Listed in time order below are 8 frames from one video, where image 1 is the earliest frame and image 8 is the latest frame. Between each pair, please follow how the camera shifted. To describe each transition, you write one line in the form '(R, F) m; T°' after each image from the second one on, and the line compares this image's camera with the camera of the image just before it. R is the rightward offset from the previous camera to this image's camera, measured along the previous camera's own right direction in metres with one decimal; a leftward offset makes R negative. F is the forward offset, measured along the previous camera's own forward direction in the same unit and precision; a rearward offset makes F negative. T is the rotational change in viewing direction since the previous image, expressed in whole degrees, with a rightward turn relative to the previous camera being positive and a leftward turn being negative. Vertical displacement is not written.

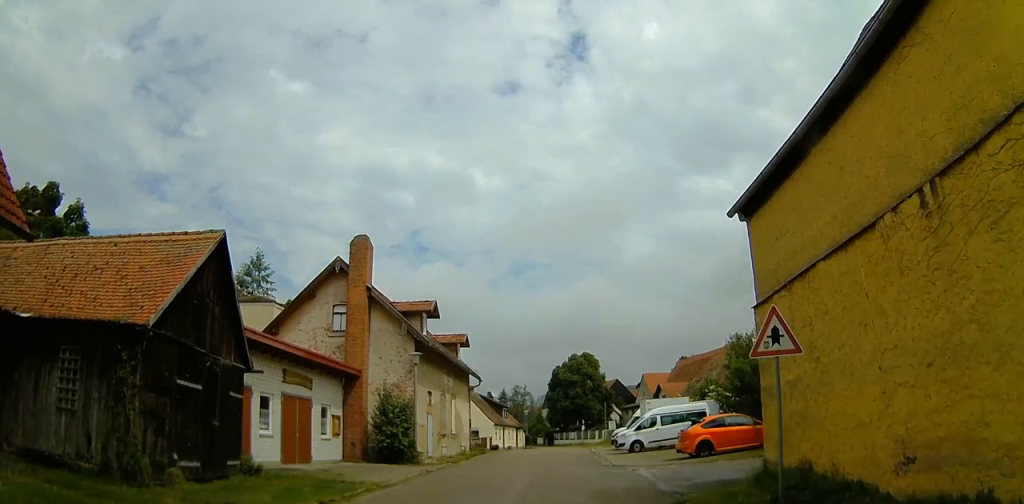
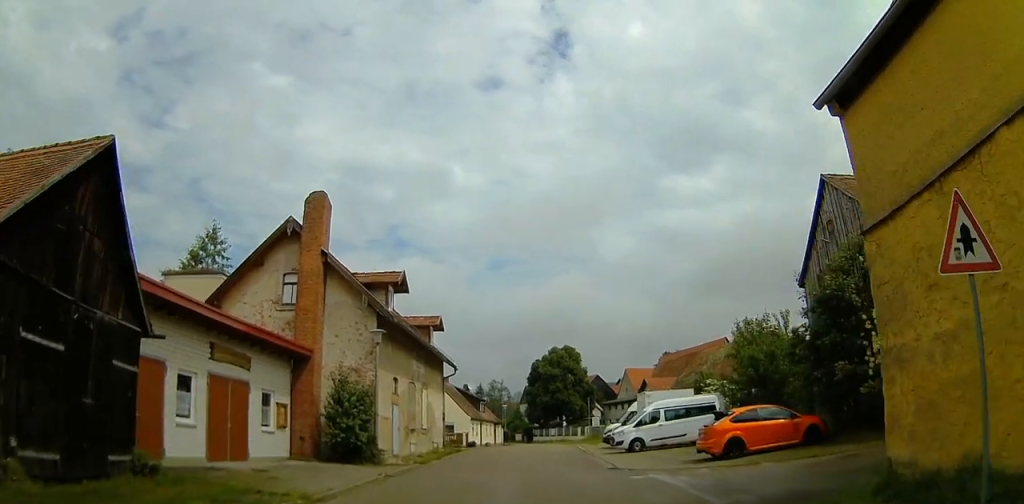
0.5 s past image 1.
(+0.1, +4.3) m; +1°
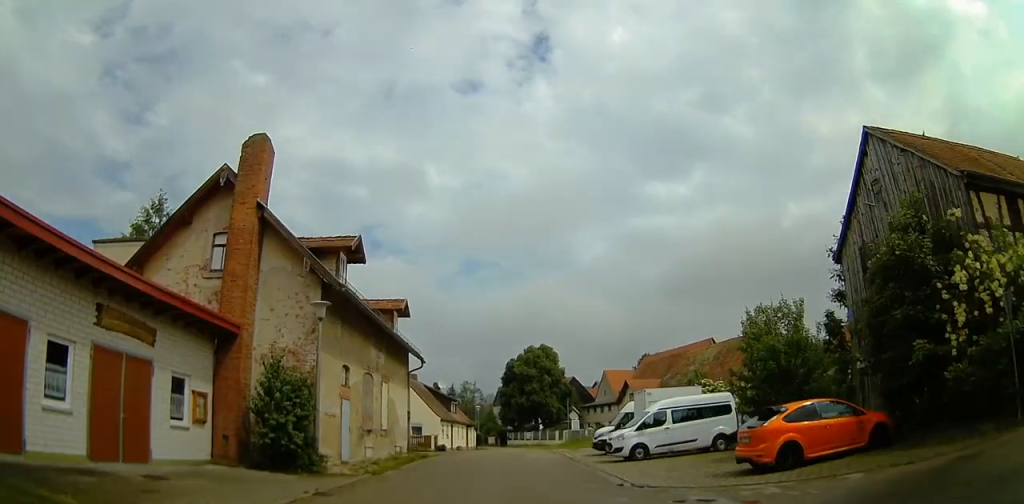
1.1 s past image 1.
(0.0, +4.6) m; +1°
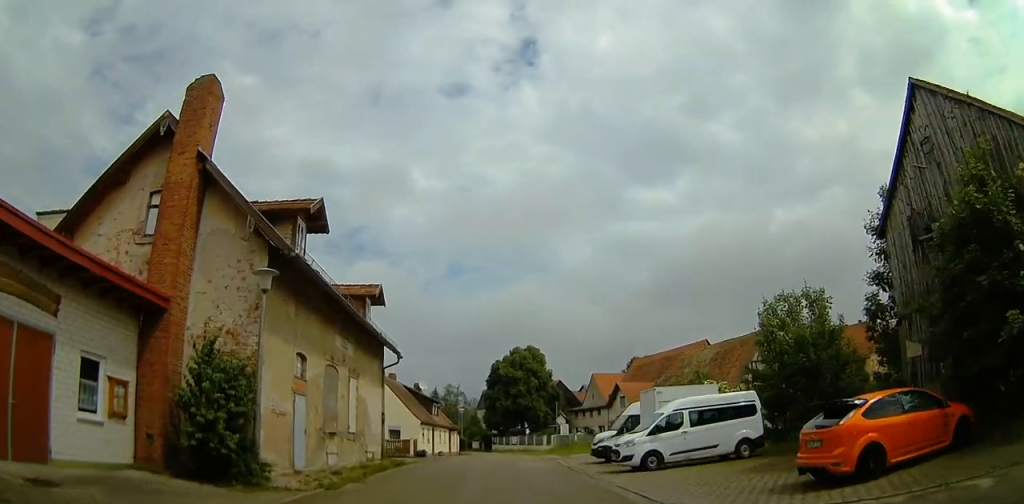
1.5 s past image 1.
(0.0, +3.6) m; +1°
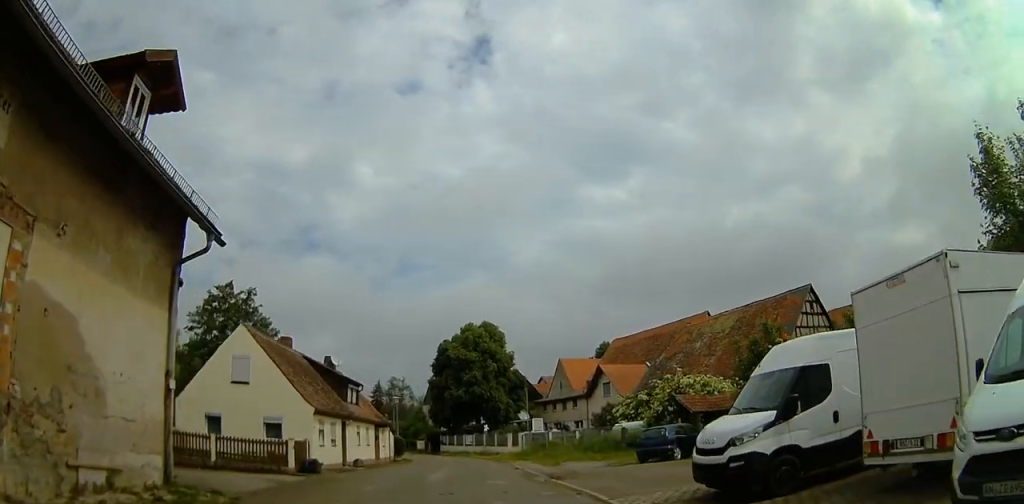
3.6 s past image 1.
(+0.7, +17.2) m; +3°
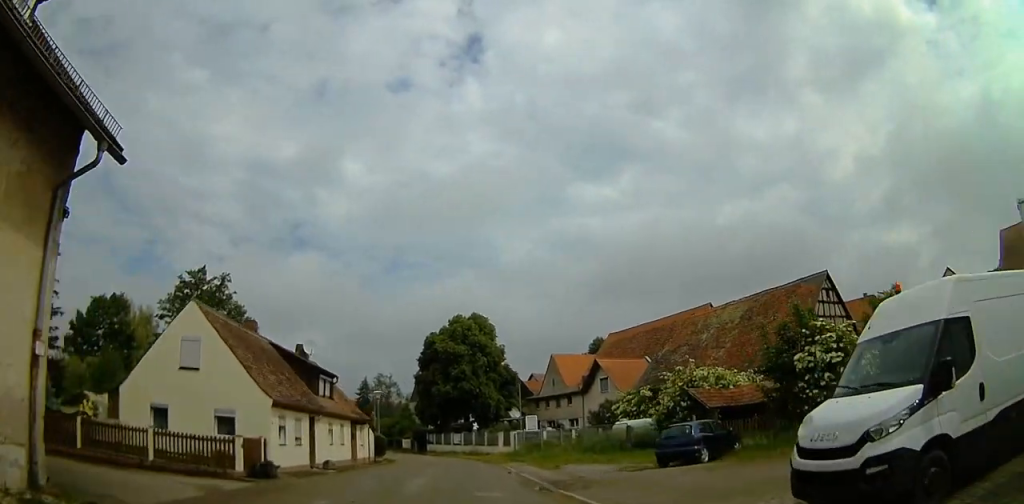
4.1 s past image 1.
(0.0, +3.8) m; 0°
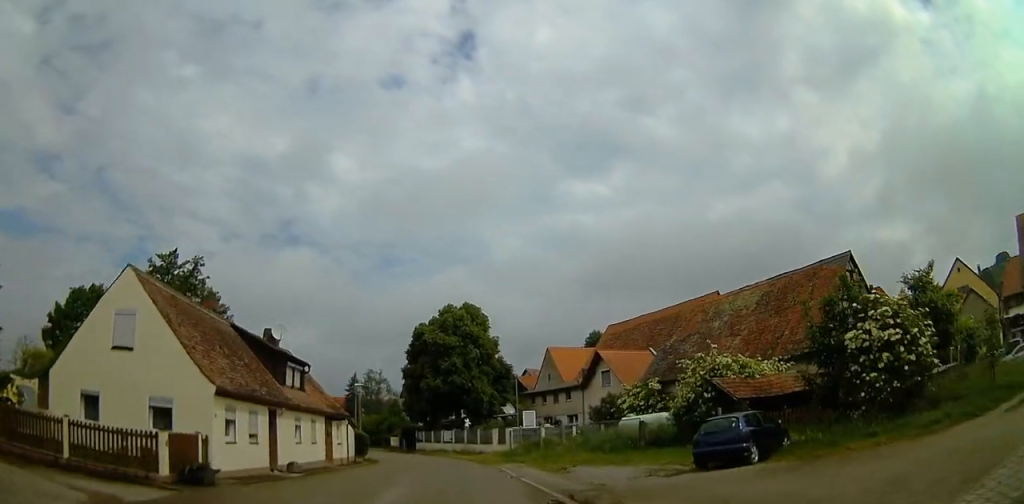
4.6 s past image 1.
(0.0, +4.1) m; 0°
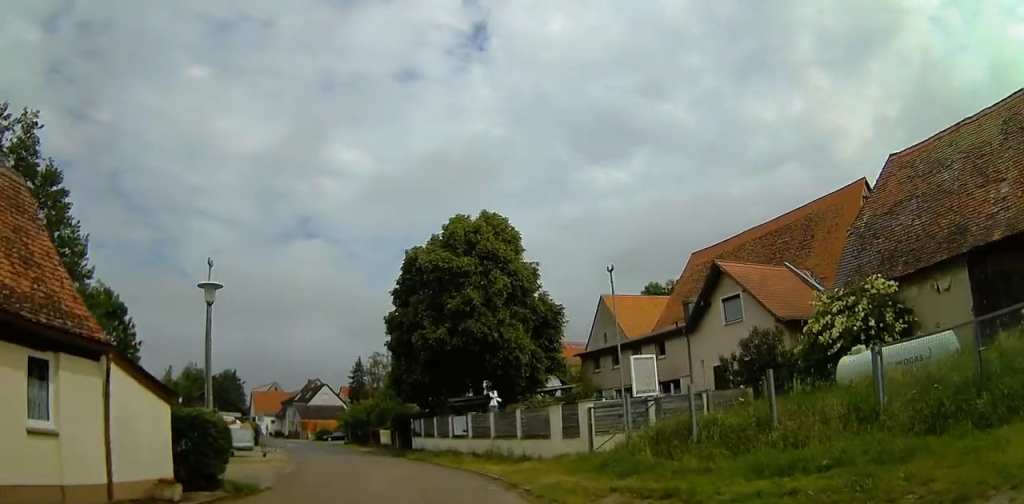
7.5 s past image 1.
(+0.7, +24.4) m; +4°
